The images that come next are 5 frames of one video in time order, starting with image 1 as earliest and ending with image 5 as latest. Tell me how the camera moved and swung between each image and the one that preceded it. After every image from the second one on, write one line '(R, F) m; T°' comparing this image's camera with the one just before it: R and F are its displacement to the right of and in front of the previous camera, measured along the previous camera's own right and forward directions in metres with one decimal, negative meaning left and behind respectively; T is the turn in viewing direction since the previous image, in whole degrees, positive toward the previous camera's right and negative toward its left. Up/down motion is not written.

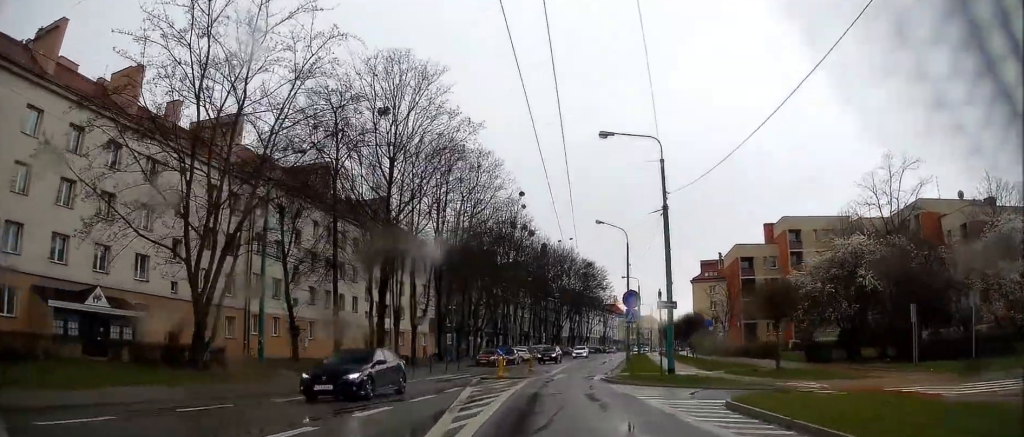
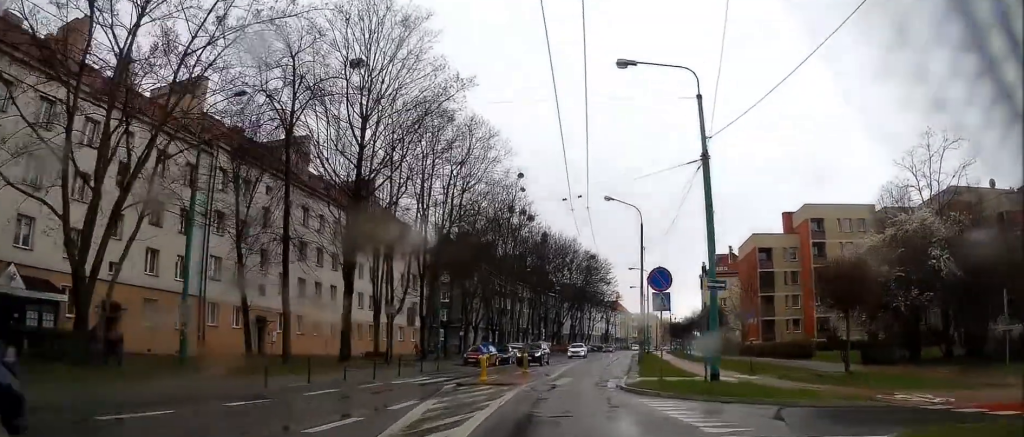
(0.0, +6.4) m; 0°
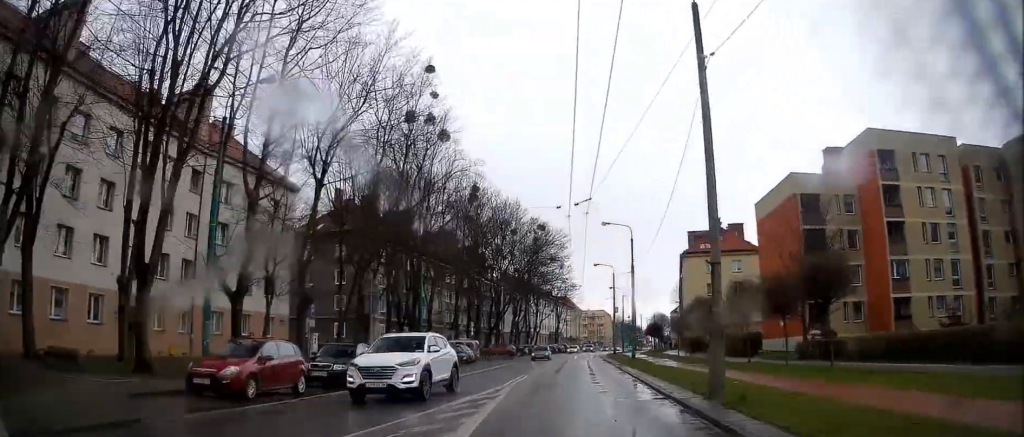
(+0.4, +27.4) m; +2°
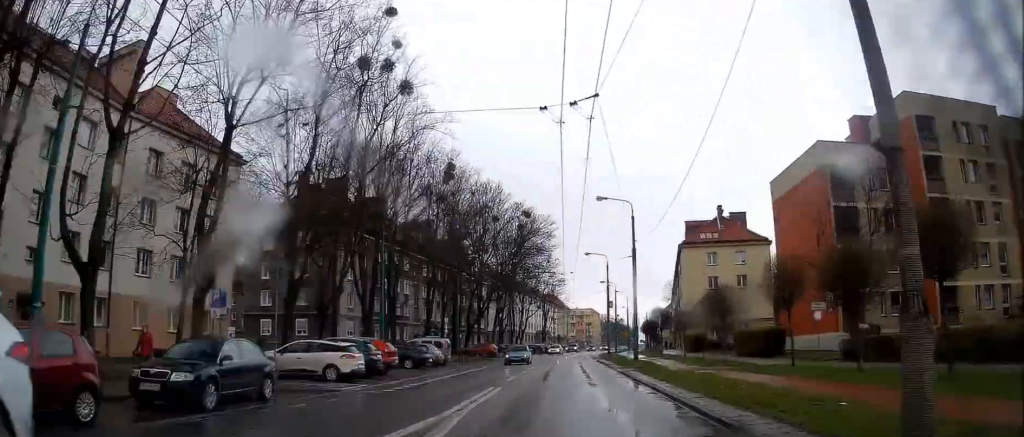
(-0.1, +7.8) m; +1°
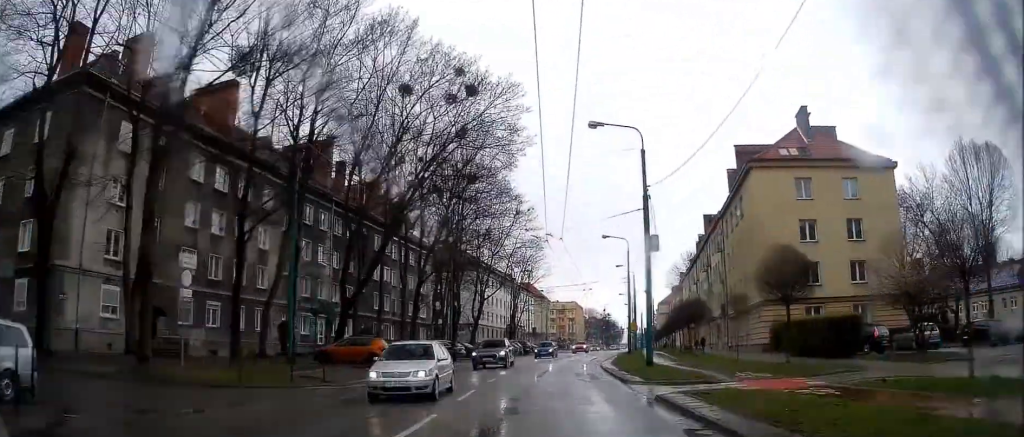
(+0.8, +37.8) m; +1°
